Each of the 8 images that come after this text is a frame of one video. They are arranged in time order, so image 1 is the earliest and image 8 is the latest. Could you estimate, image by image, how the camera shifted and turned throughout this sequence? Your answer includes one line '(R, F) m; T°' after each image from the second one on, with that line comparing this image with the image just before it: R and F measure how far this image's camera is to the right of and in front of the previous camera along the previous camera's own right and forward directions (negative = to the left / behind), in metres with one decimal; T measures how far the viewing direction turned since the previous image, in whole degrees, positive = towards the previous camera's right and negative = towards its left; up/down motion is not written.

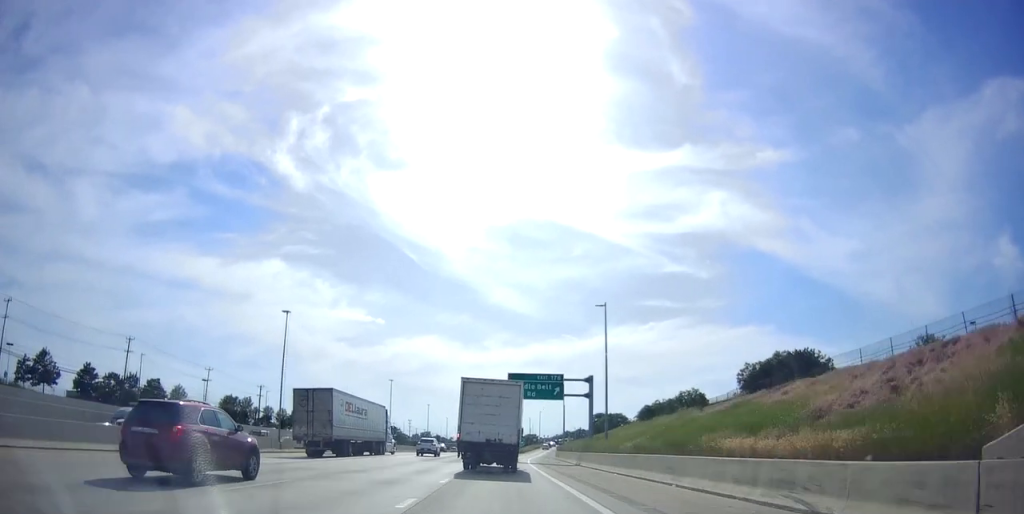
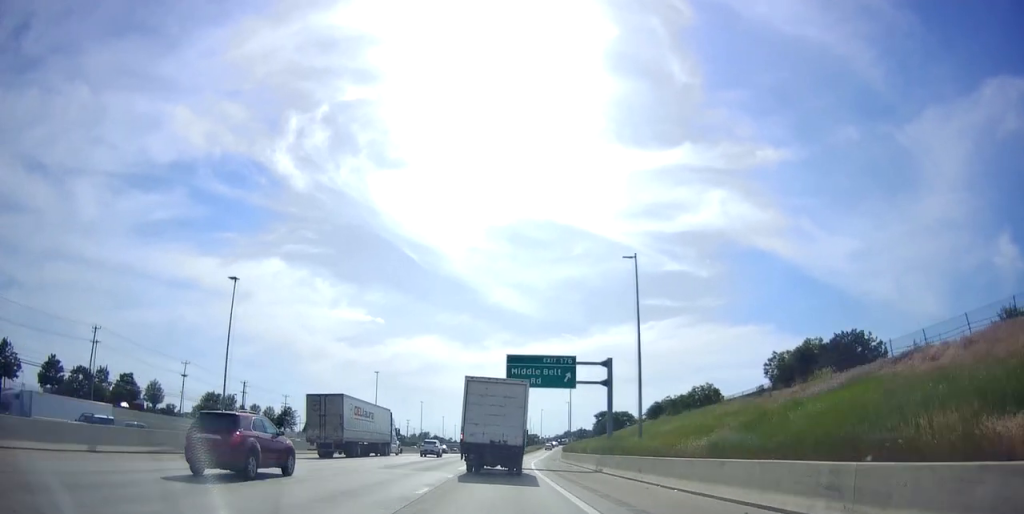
(-0.3, +12.0) m; 0°
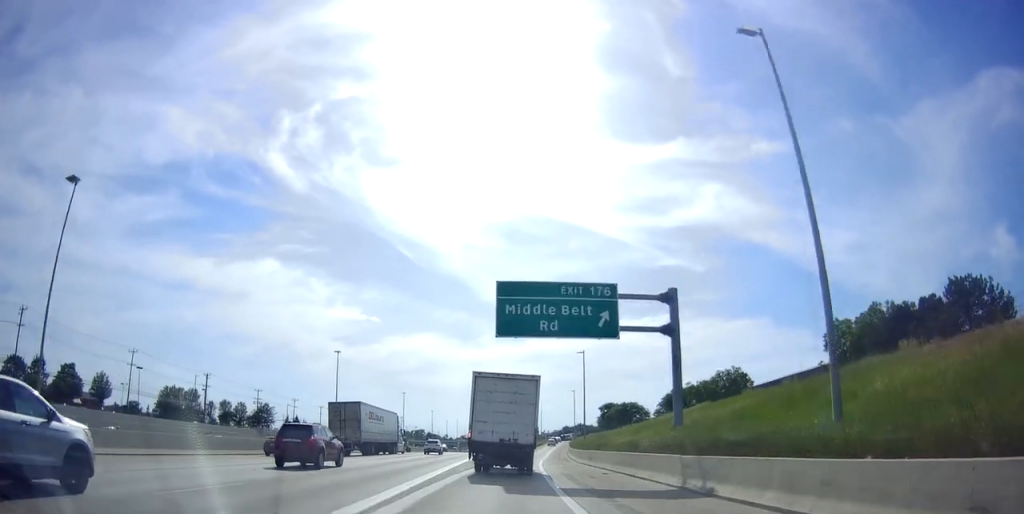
(+0.2, +21.5) m; +2°
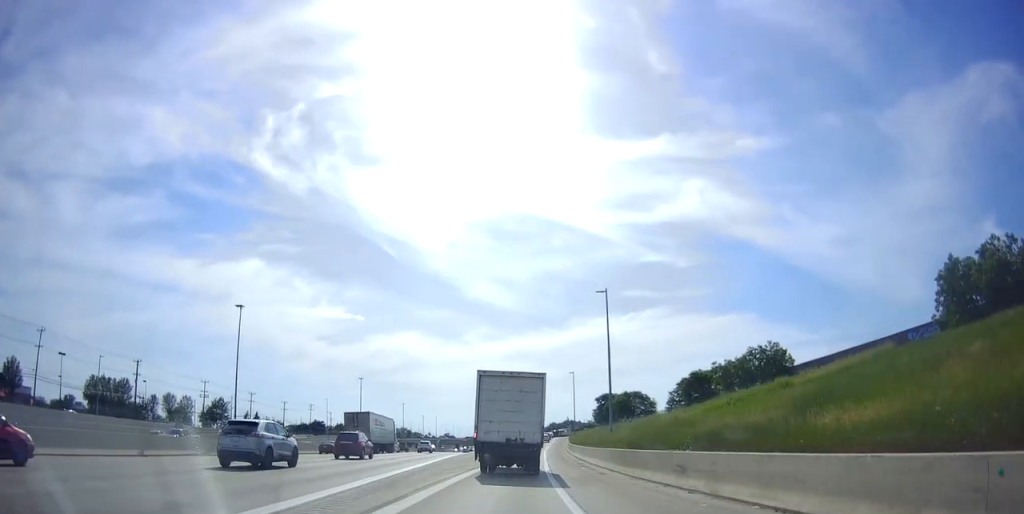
(+0.8, +28.3) m; +2°
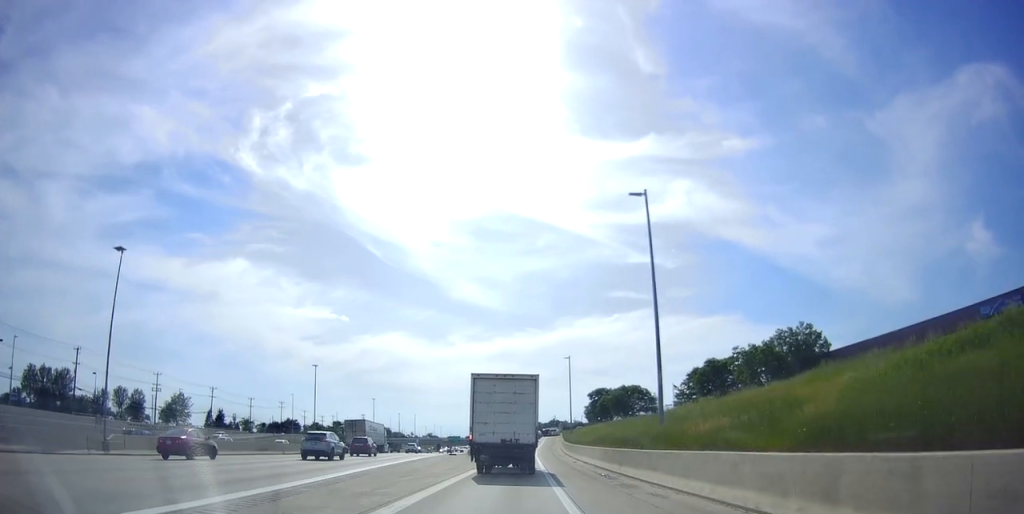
(0.0, +19.5) m; 0°
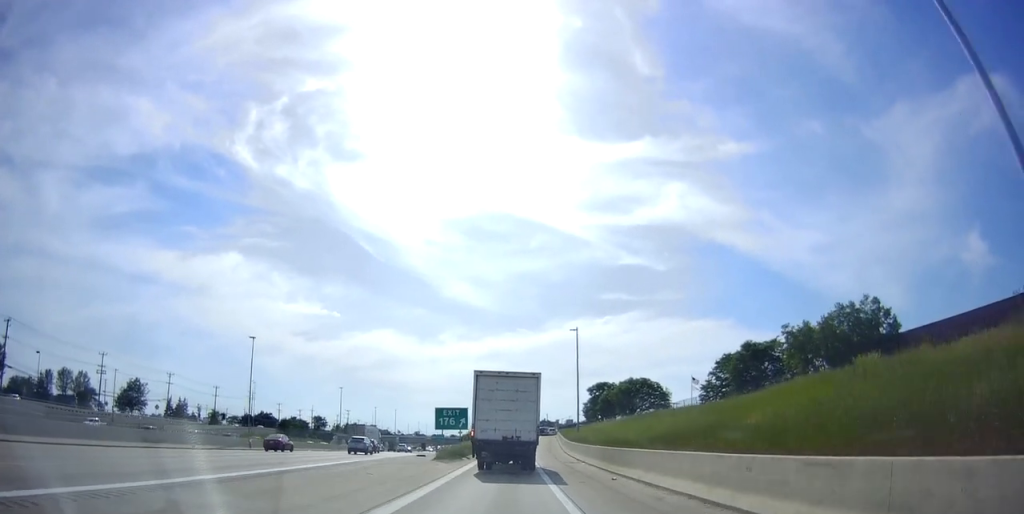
(0.0, +21.7) m; 0°
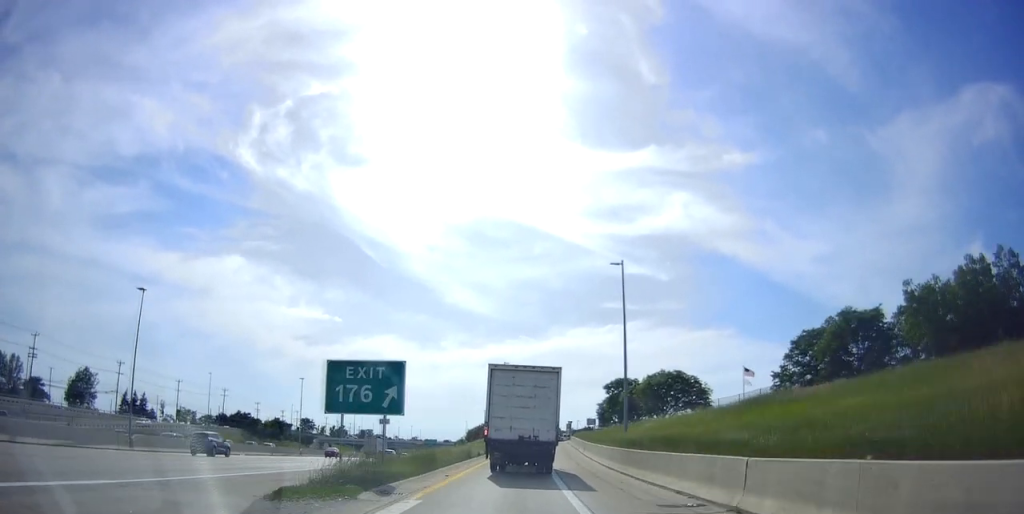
(0.0, +24.9) m; 0°
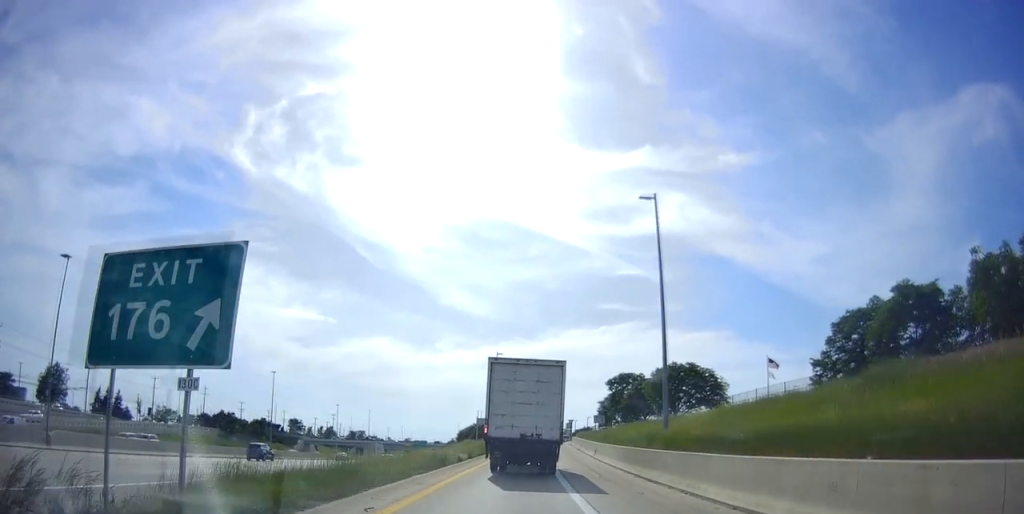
(0.0, +10.2) m; 0°
